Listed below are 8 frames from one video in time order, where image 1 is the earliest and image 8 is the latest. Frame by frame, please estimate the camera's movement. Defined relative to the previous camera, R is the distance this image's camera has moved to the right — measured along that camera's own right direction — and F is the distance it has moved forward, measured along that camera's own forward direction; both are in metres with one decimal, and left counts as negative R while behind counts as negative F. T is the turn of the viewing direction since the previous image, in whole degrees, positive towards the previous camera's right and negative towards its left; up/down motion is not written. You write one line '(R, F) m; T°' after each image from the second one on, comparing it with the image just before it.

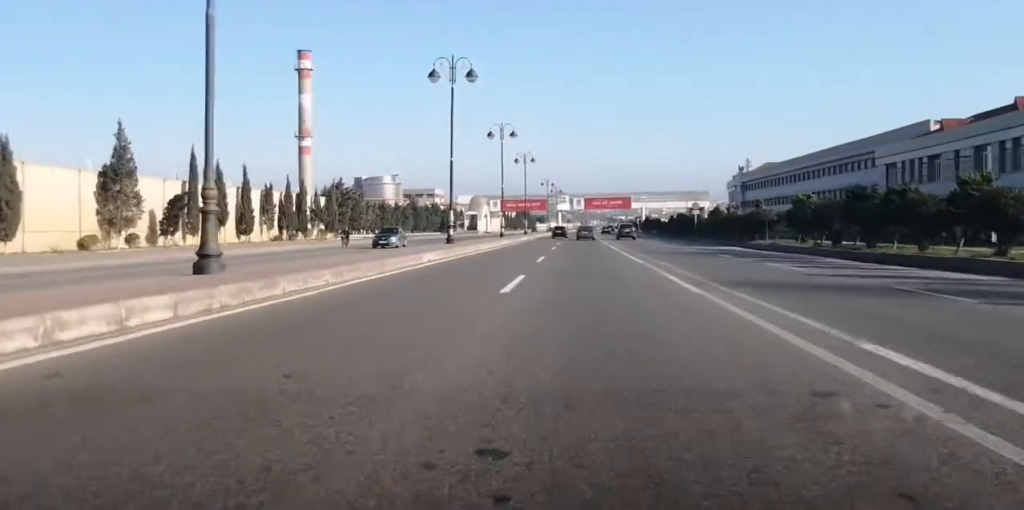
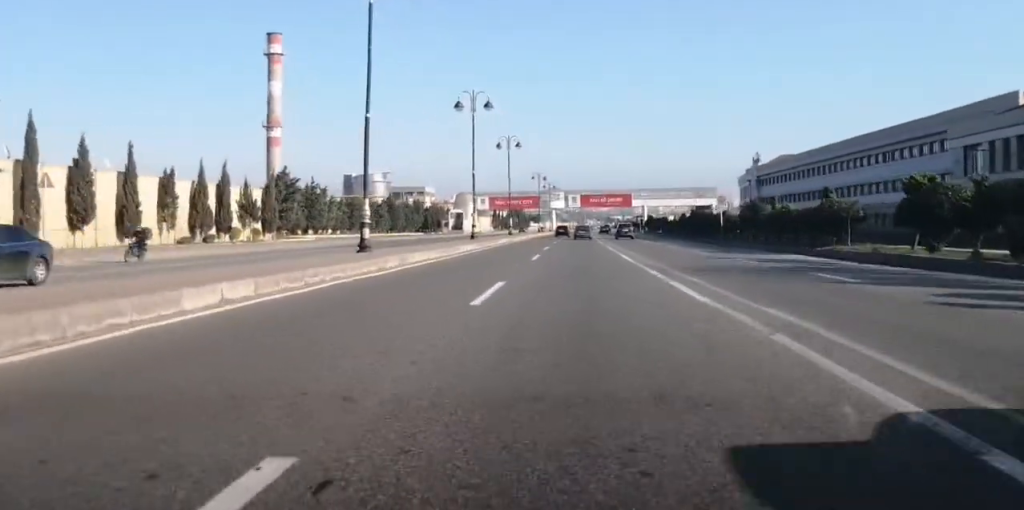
(+0.4, +18.7) m; 0°
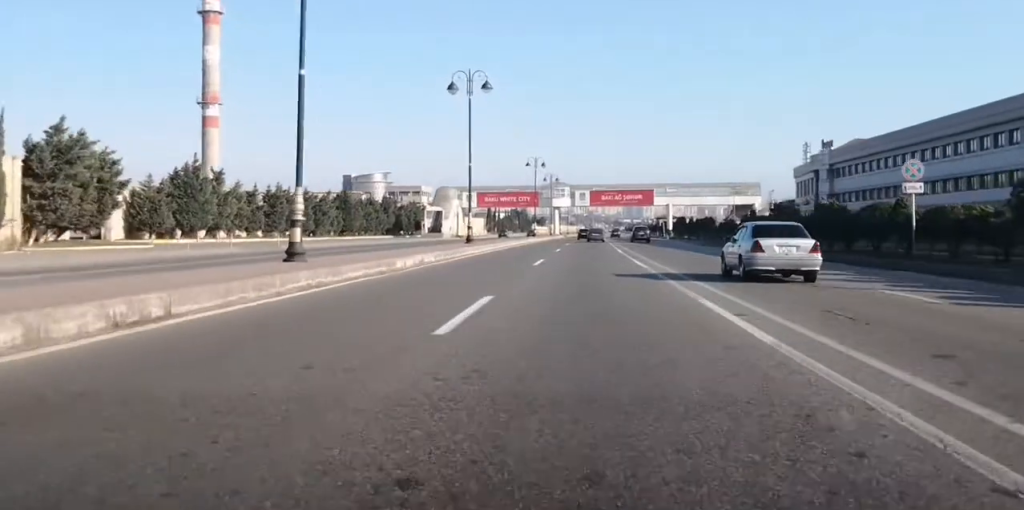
(0.0, +40.6) m; 0°
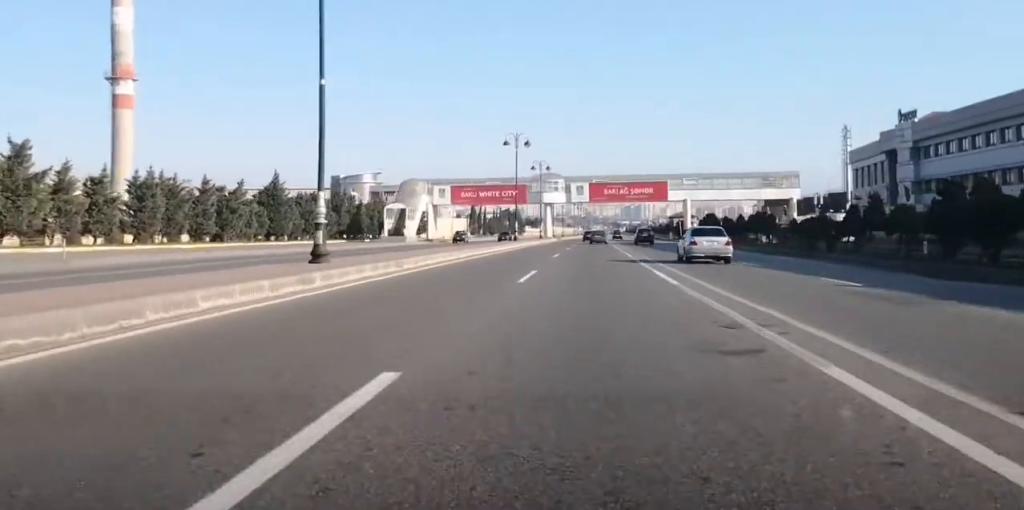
(-0.7, +30.6) m; 0°
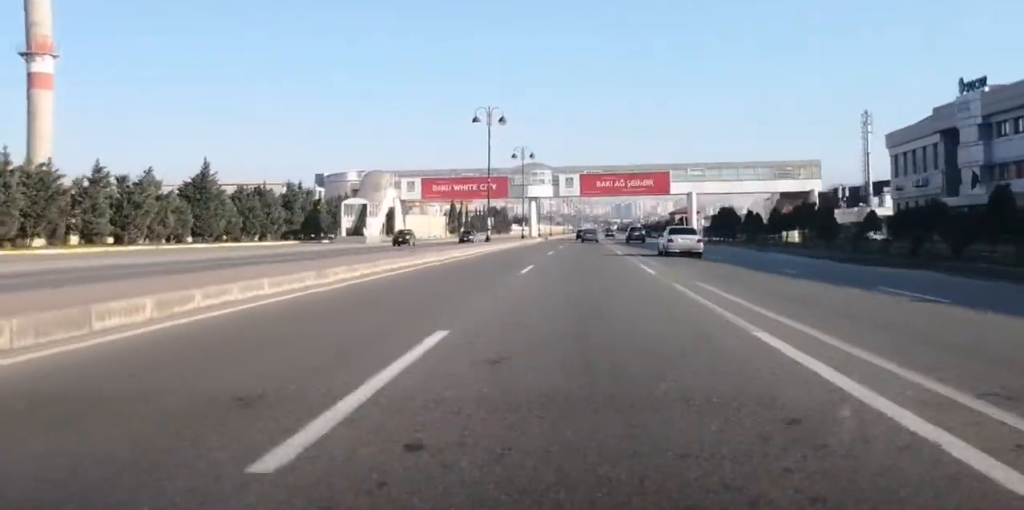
(+0.3, +17.4) m; +1°
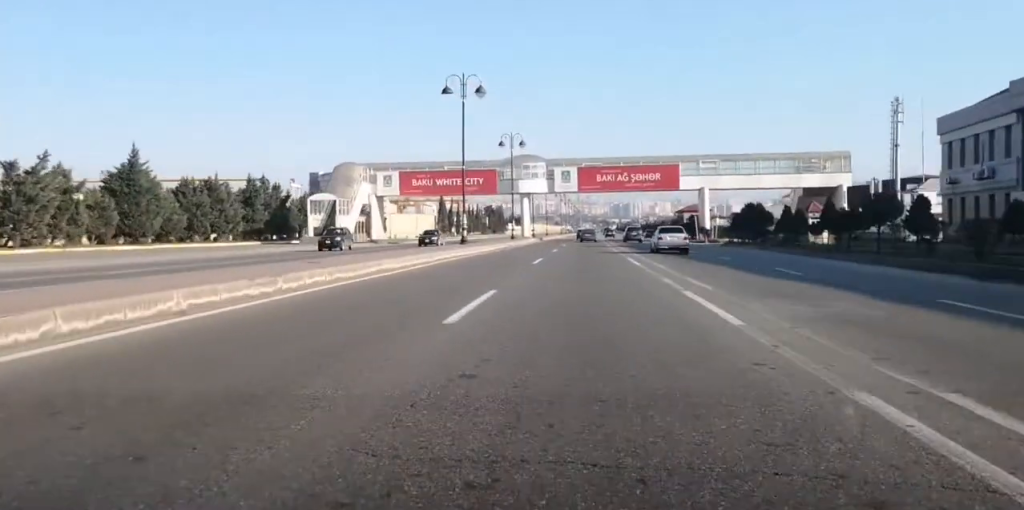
(+0.1, +14.1) m; 0°
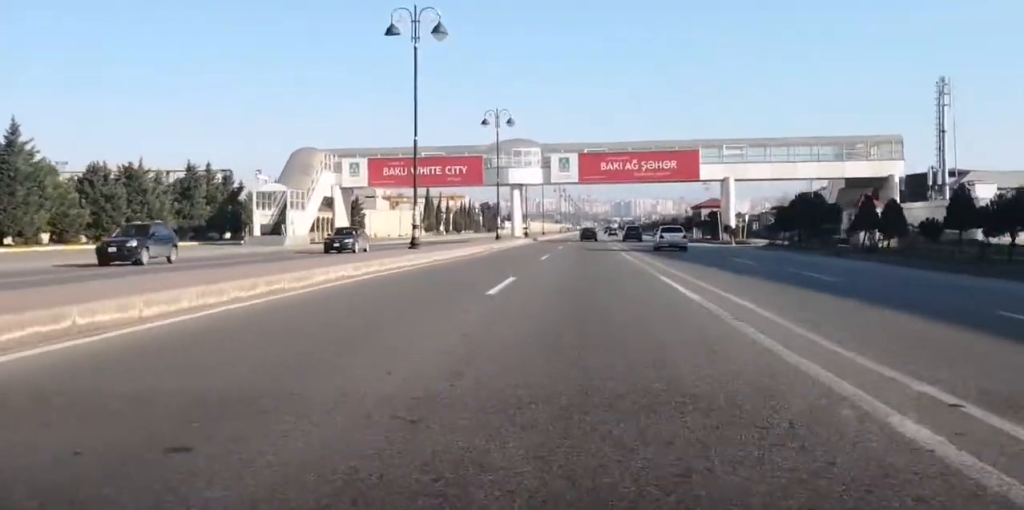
(0.0, +16.1) m; -1°
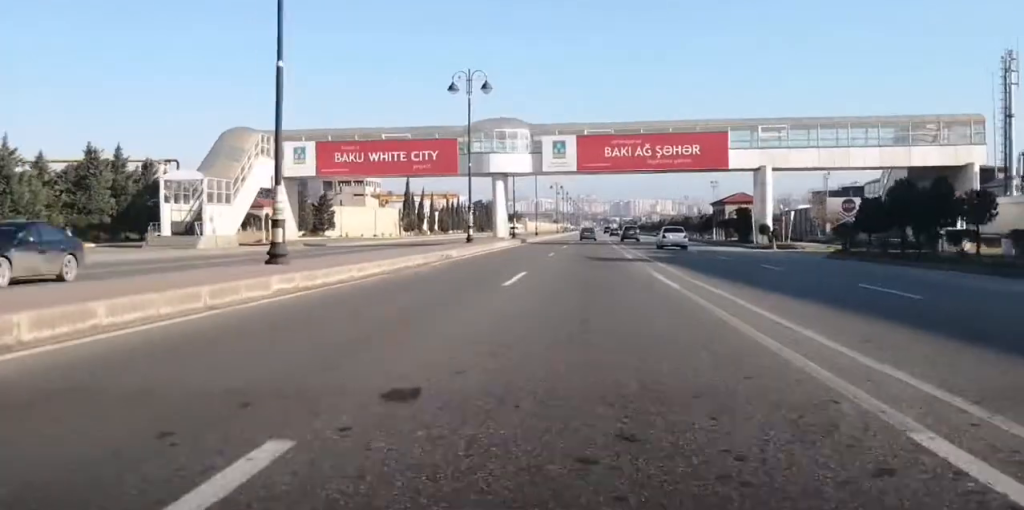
(-0.4, +17.5) m; 0°
